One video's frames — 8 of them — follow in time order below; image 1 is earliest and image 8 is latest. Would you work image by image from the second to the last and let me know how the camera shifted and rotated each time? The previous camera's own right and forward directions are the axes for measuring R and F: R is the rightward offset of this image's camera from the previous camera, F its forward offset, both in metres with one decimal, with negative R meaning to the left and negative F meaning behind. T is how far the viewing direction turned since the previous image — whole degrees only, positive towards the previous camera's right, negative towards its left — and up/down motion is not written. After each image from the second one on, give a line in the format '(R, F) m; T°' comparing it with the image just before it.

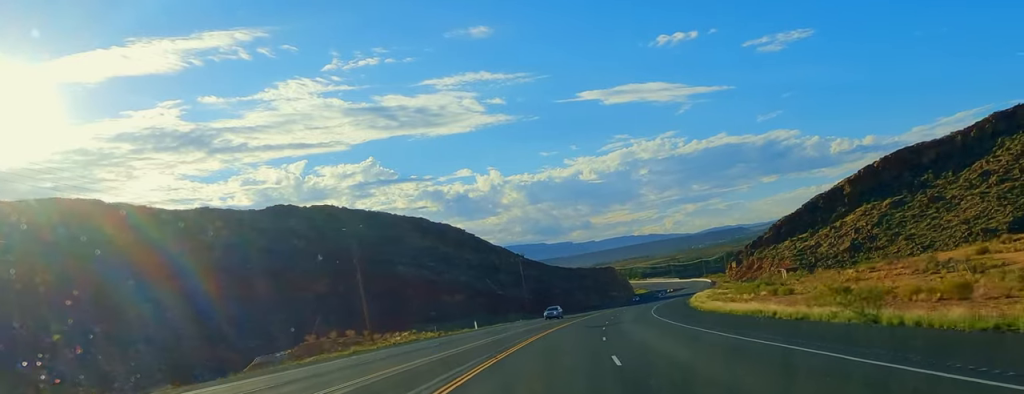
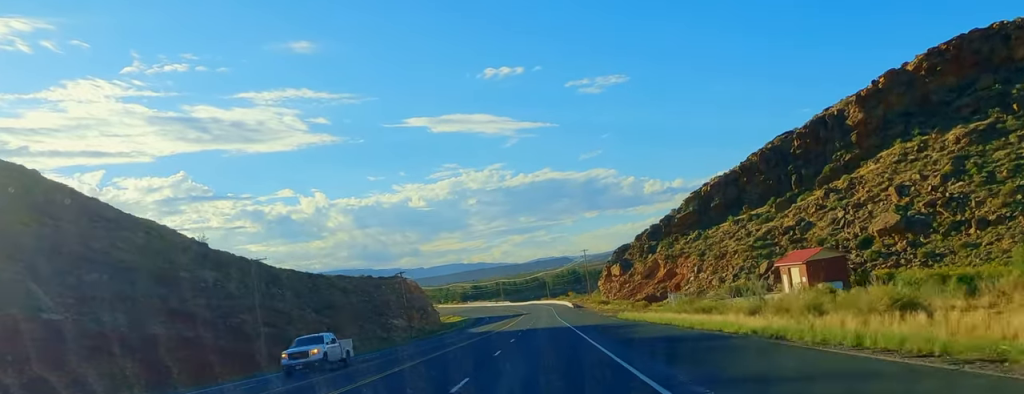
(+17.5, +161.3) m; +8°
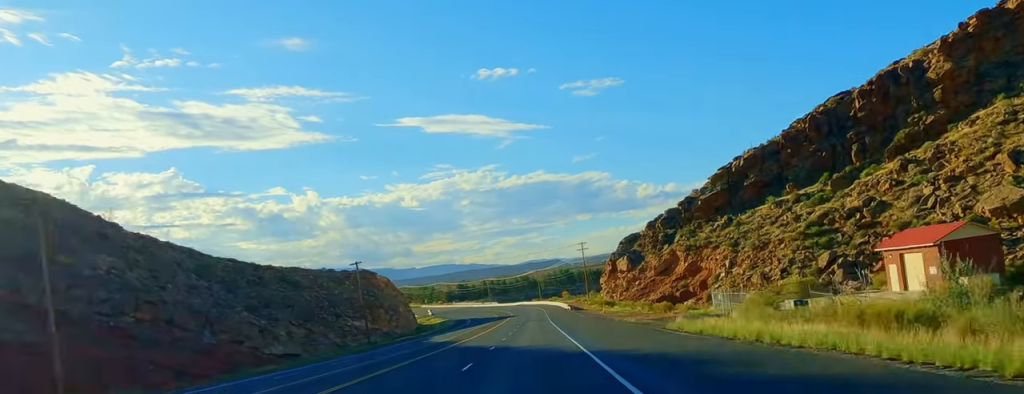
(-0.8, +30.7) m; 0°
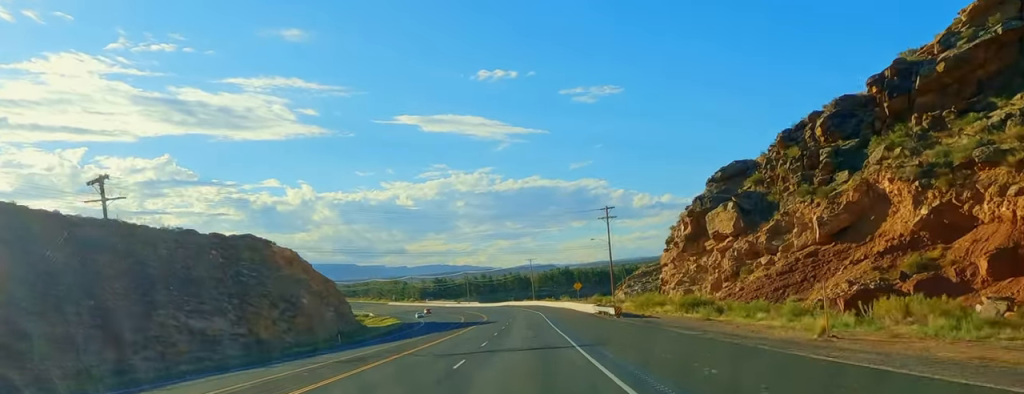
(+1.2, +73.1) m; 0°
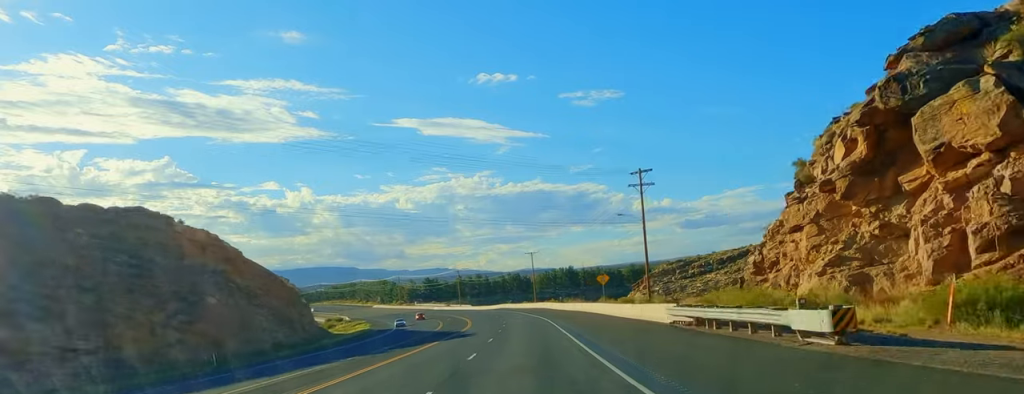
(-0.6, +32.5) m; -2°
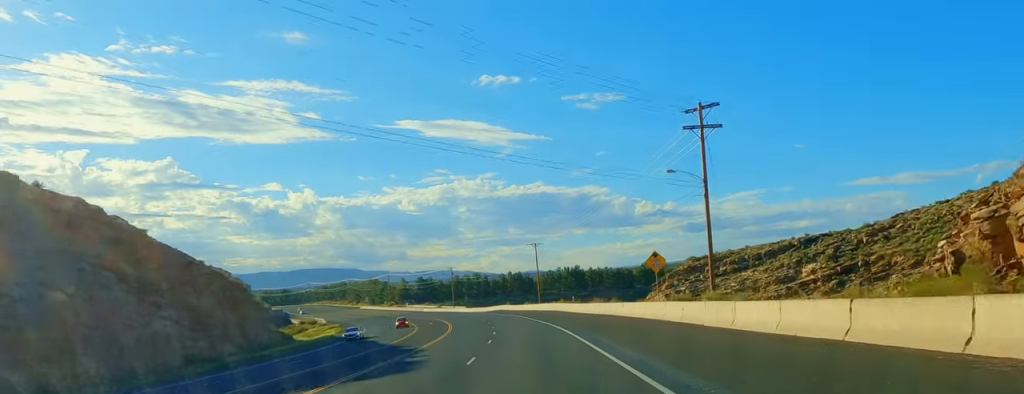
(+0.1, +26.1) m; -2°
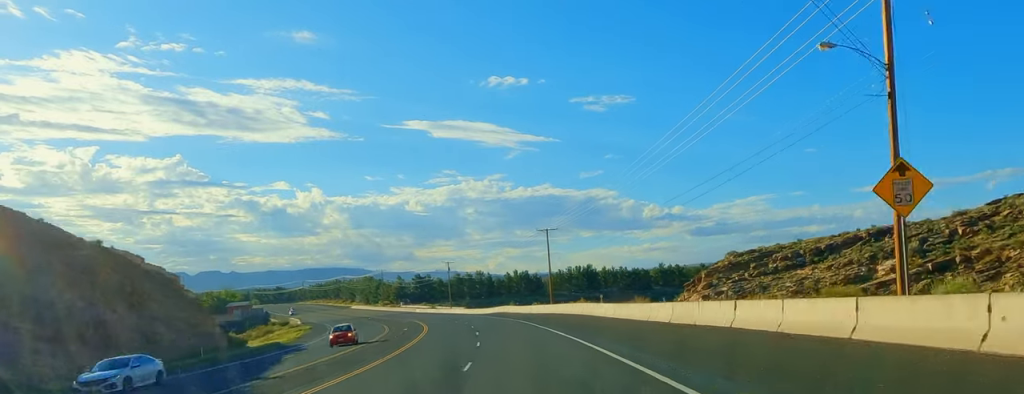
(-0.7, +25.3) m; -2°
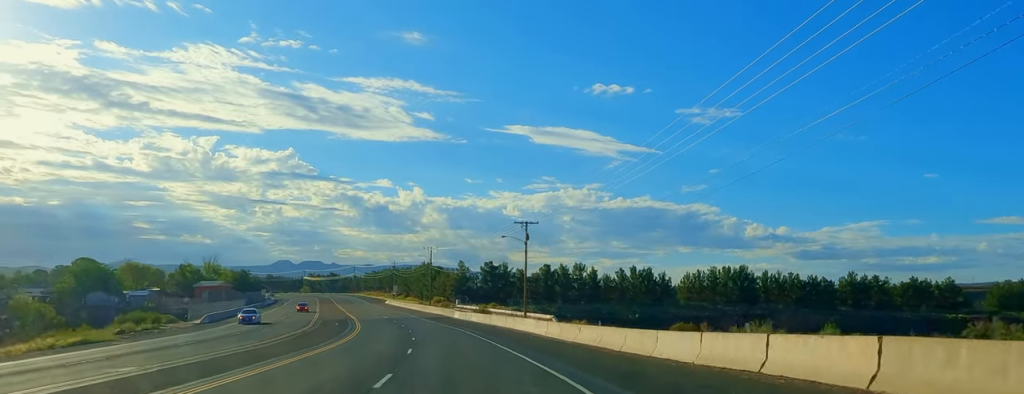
(-5.2, +87.2) m; -9°
